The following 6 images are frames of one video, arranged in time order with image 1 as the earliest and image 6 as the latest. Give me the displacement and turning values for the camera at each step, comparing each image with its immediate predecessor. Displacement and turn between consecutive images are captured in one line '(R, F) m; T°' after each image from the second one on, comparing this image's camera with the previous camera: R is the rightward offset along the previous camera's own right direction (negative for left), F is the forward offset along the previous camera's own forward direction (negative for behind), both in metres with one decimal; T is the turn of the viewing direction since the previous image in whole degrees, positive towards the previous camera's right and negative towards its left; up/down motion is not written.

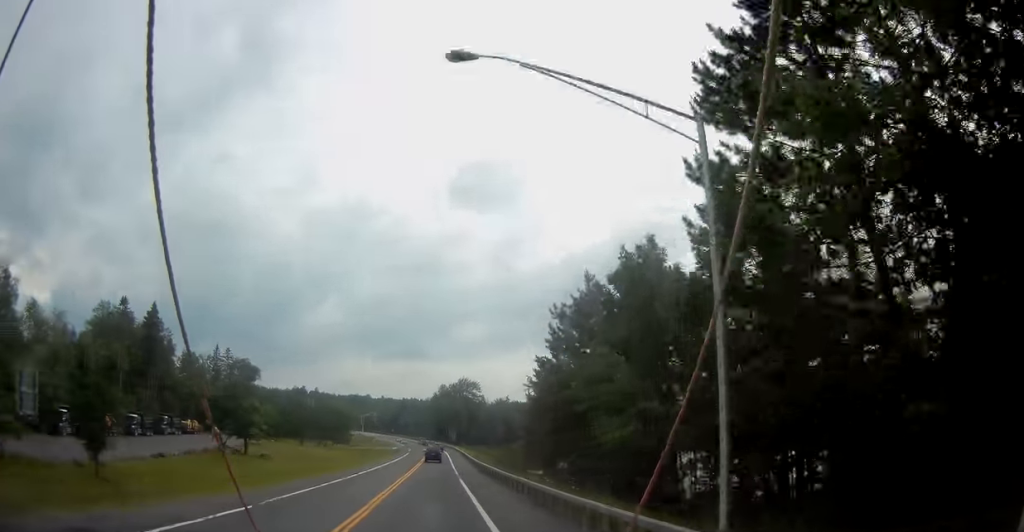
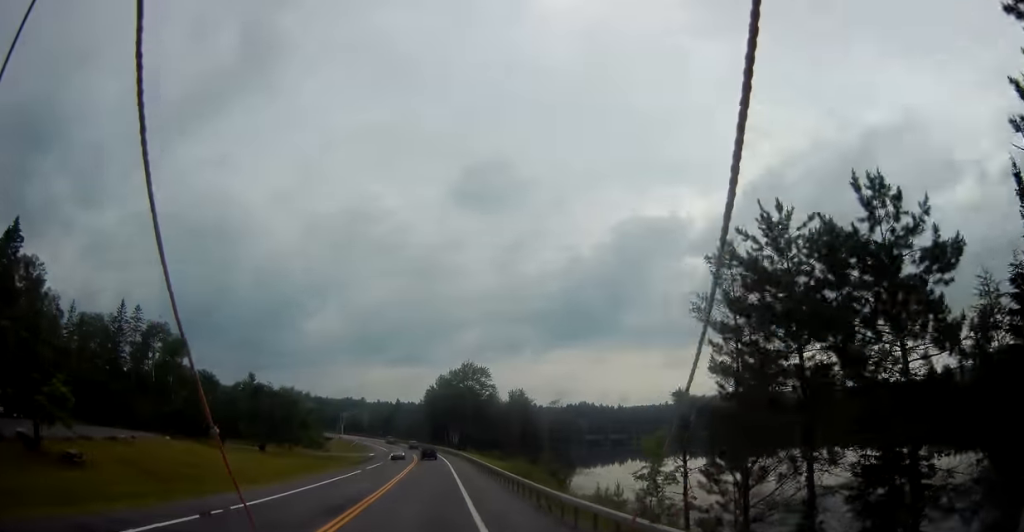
(+0.2, +44.7) m; 0°
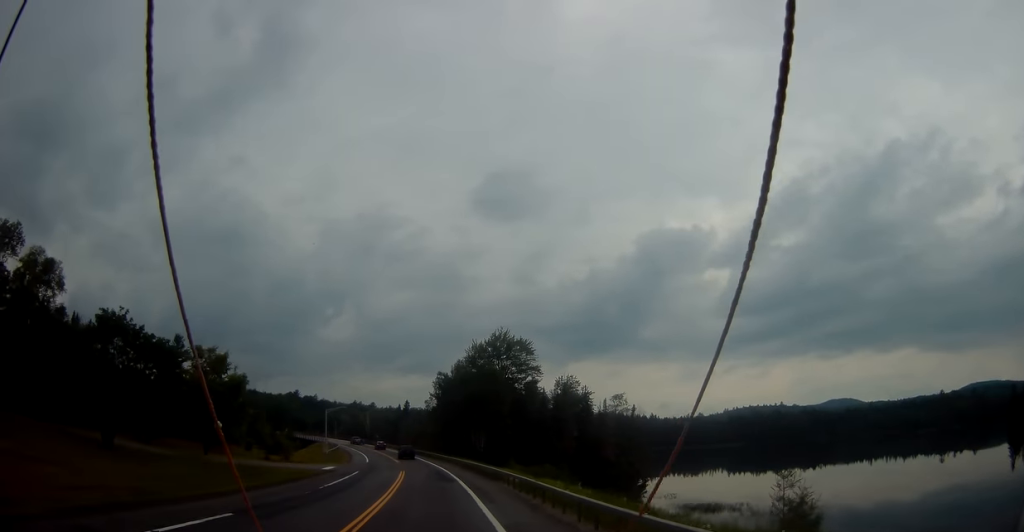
(-0.1, +47.7) m; -1°
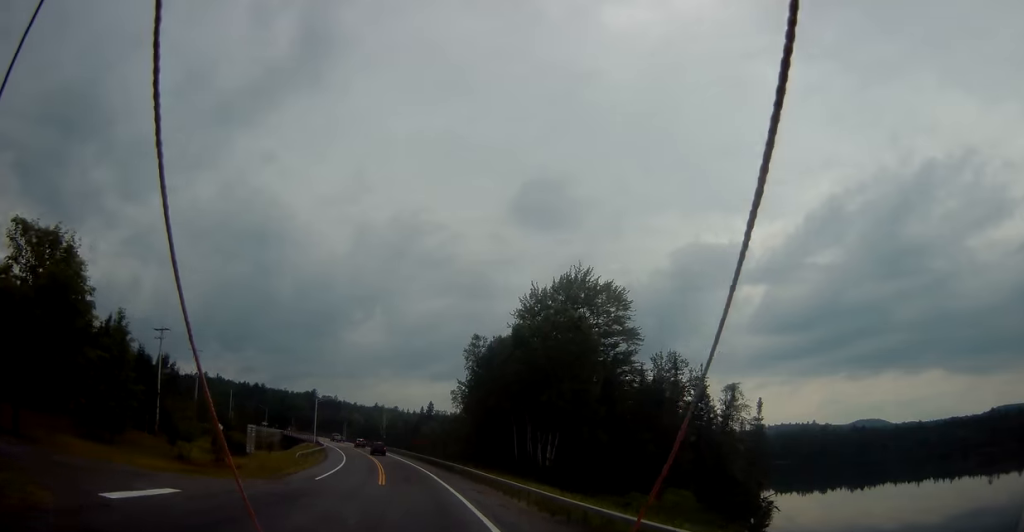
(-1.1, +38.1) m; -3°
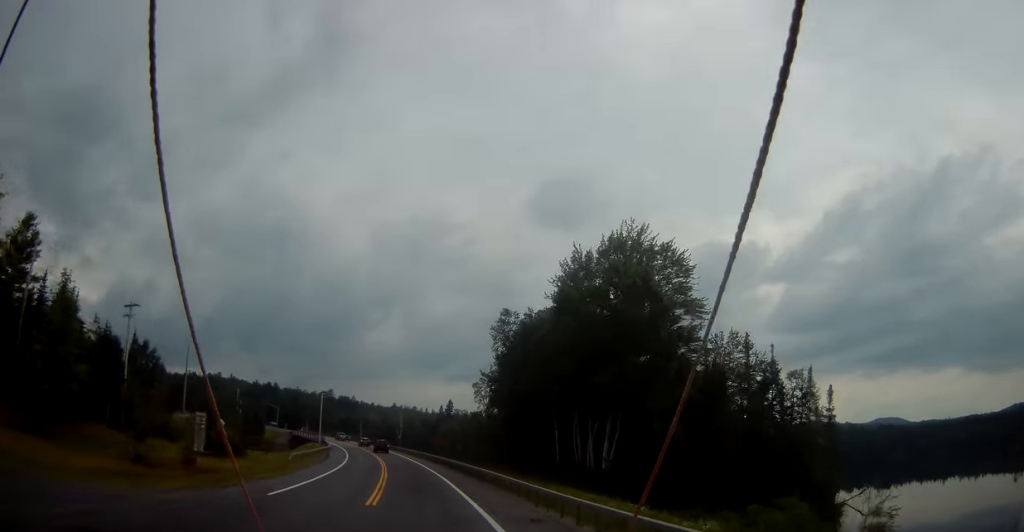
(0.0, +11.5) m; -1°
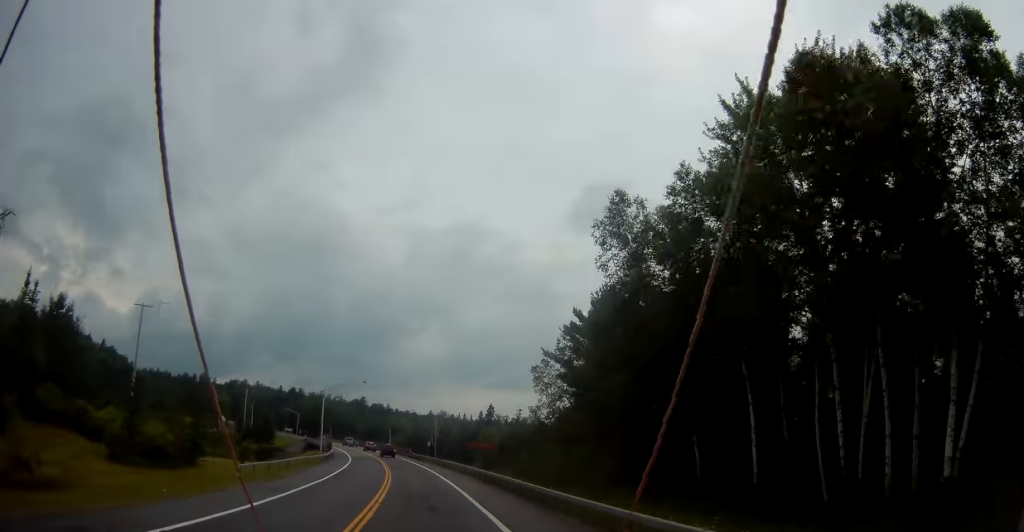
(-0.4, +25.2) m; -4°
